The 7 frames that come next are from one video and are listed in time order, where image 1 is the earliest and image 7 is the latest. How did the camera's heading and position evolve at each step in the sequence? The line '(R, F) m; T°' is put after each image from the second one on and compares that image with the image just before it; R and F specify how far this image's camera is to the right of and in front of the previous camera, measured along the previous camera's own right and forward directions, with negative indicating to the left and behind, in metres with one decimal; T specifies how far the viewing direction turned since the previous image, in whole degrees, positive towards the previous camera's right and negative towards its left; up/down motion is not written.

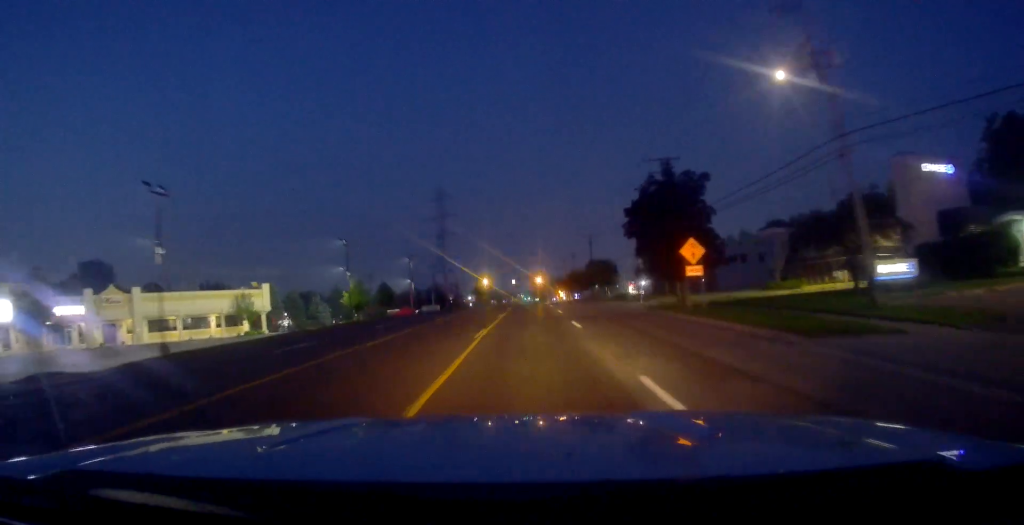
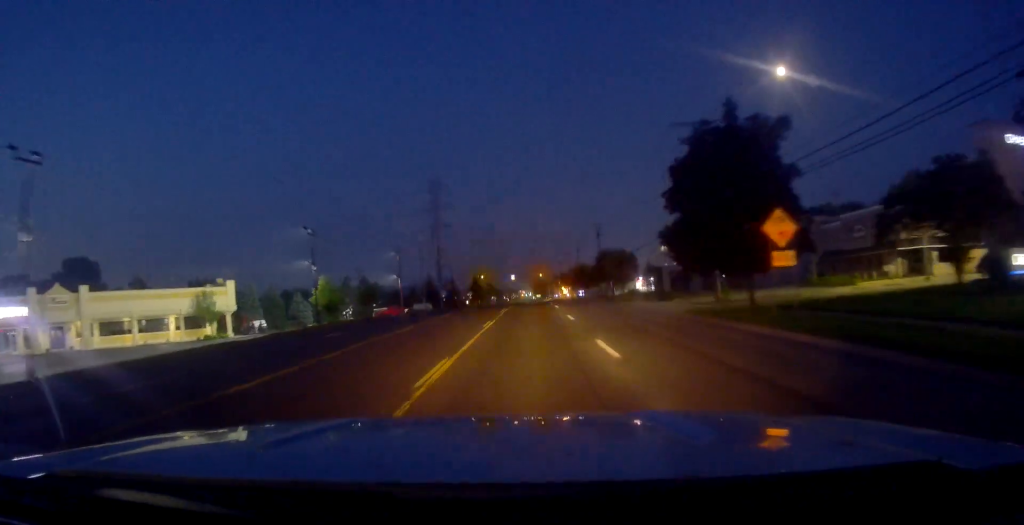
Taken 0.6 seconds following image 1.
(0.0, +10.6) m; 0°
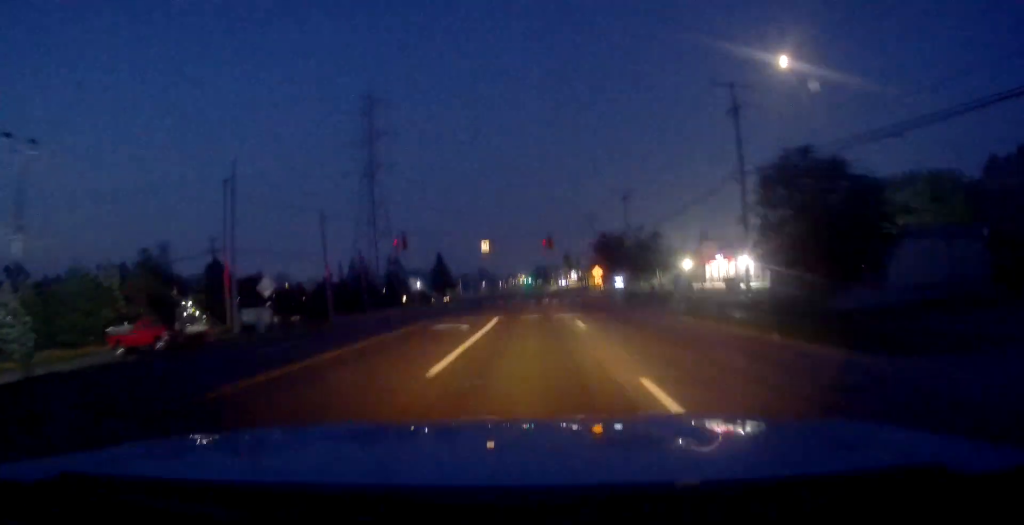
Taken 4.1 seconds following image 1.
(-1.6, +69.0) m; 0°
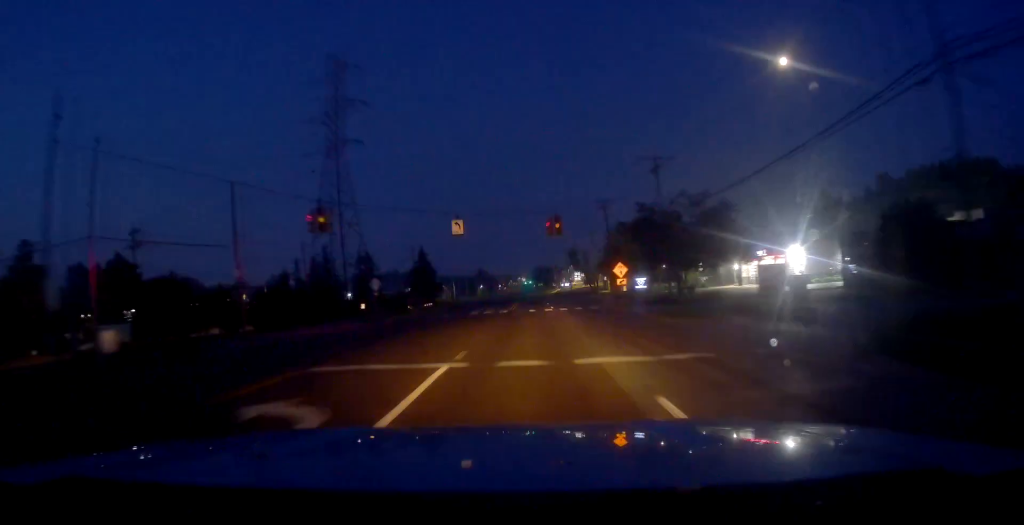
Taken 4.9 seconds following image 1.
(0.0, +17.6) m; 0°
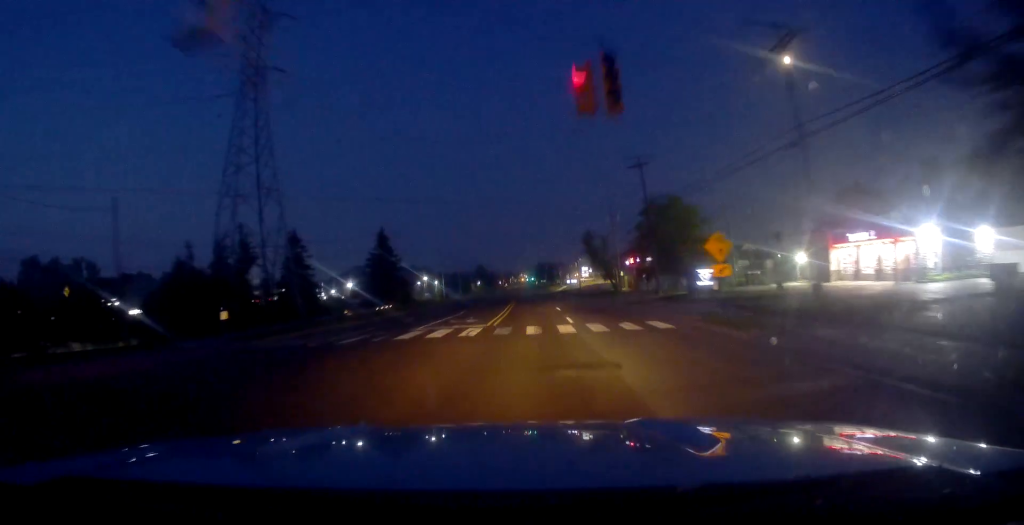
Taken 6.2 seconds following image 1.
(0.0, +25.7) m; 0°
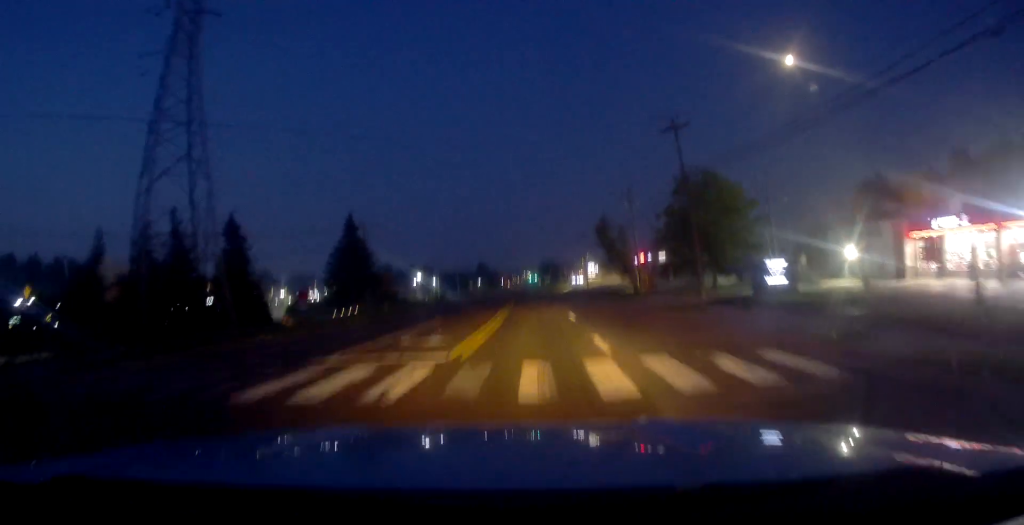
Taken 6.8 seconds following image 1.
(+0.1, +12.9) m; -1°
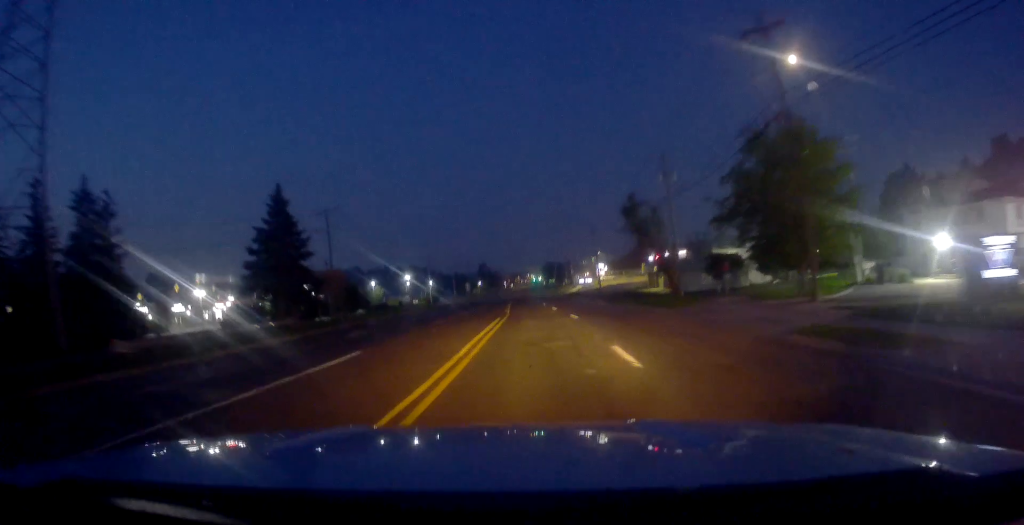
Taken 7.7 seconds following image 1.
(-0.3, +16.9) m; -2°
